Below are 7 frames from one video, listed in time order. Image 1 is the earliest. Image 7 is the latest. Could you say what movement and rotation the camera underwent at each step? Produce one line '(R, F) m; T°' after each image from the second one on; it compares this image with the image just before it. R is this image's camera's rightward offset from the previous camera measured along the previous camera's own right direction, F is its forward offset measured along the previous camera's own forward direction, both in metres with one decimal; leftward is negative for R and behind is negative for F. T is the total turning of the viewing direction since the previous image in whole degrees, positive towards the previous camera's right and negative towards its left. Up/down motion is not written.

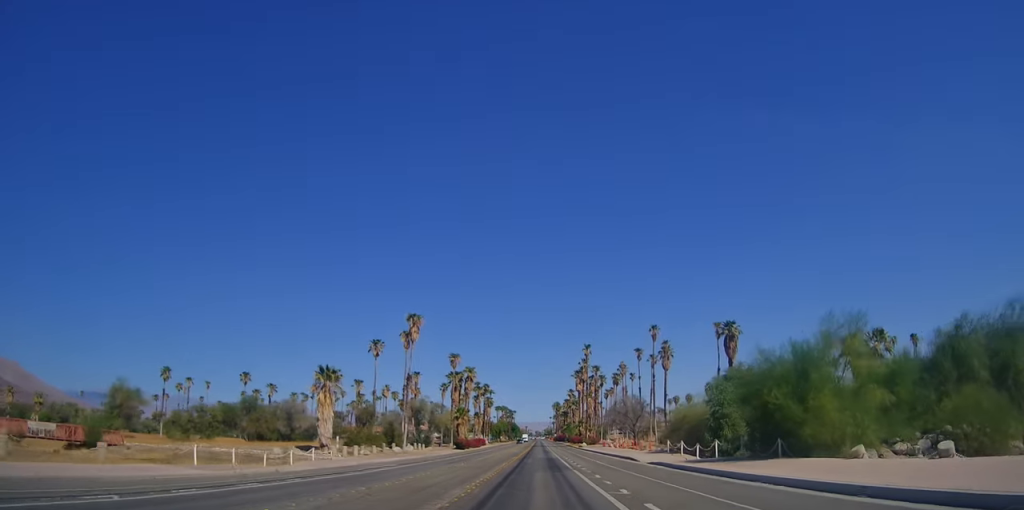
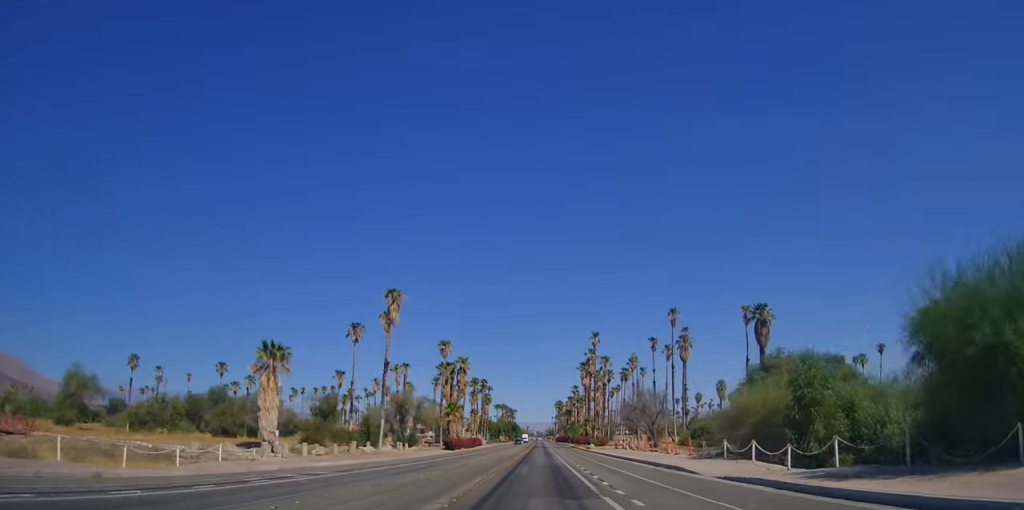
(0.0, +13.2) m; 0°
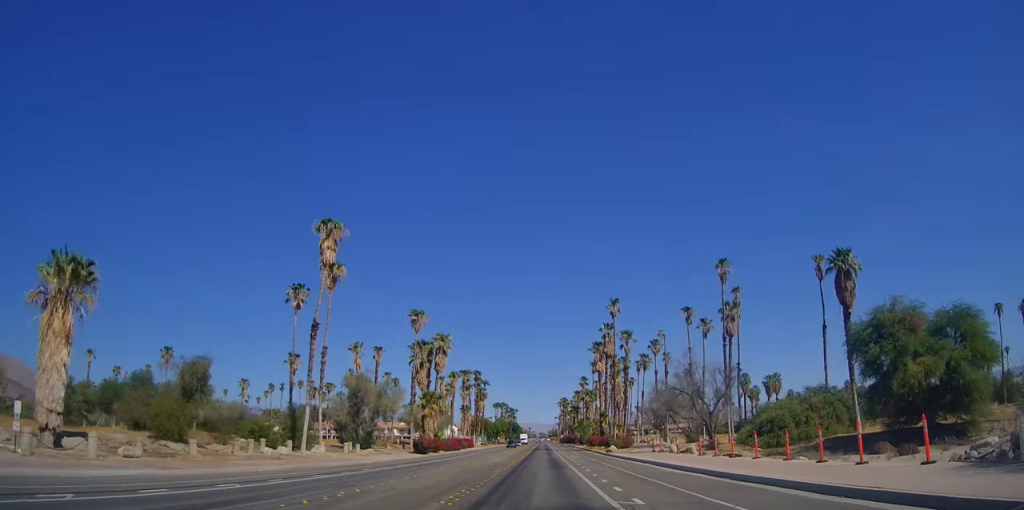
(0.0, +24.3) m; 0°
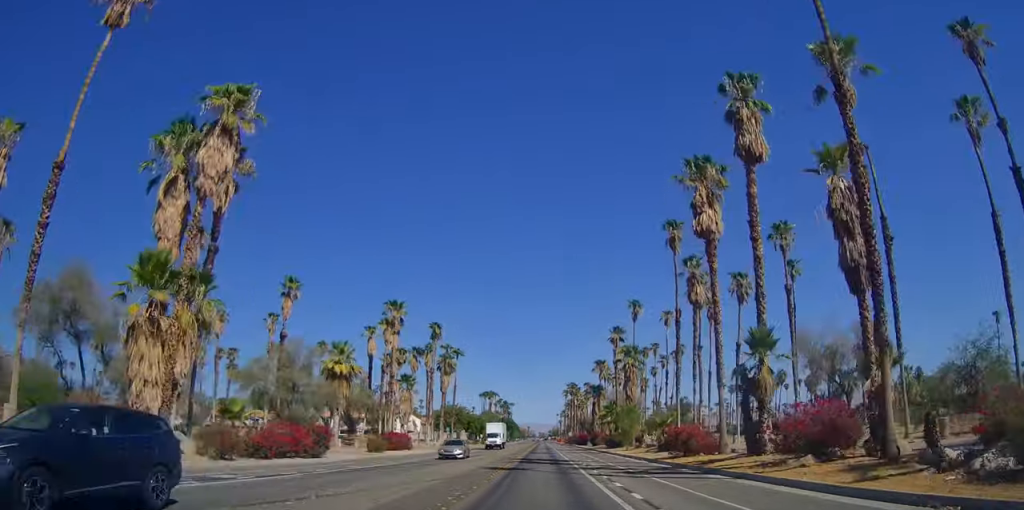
(0.0, +60.6) m; 0°
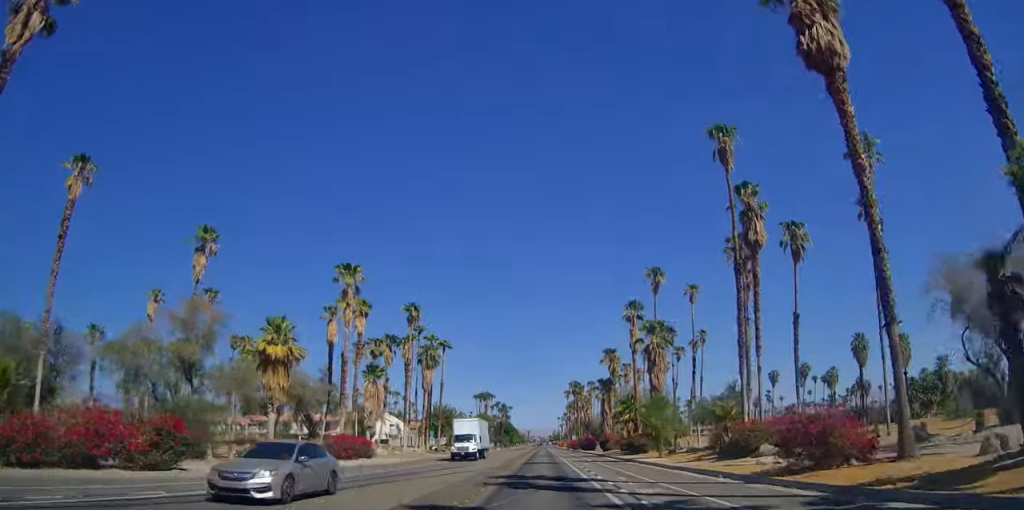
(0.0, +15.8) m; 0°
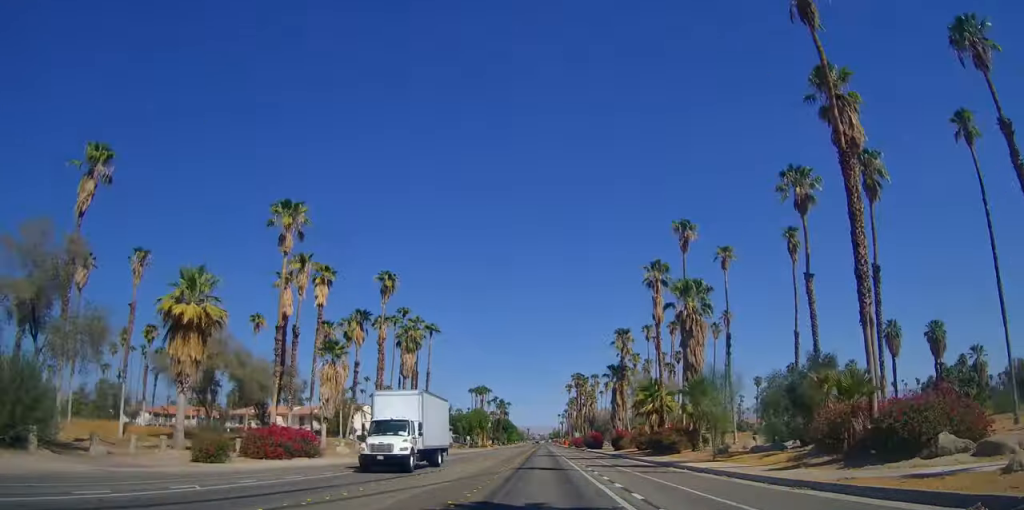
(0.0, +13.0) m; 0°
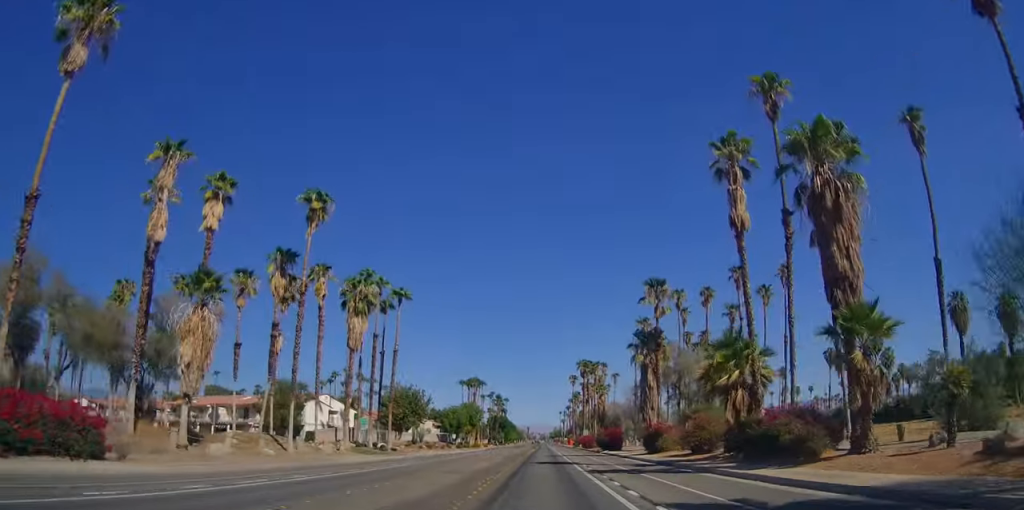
(0.0, +21.1) m; 0°
